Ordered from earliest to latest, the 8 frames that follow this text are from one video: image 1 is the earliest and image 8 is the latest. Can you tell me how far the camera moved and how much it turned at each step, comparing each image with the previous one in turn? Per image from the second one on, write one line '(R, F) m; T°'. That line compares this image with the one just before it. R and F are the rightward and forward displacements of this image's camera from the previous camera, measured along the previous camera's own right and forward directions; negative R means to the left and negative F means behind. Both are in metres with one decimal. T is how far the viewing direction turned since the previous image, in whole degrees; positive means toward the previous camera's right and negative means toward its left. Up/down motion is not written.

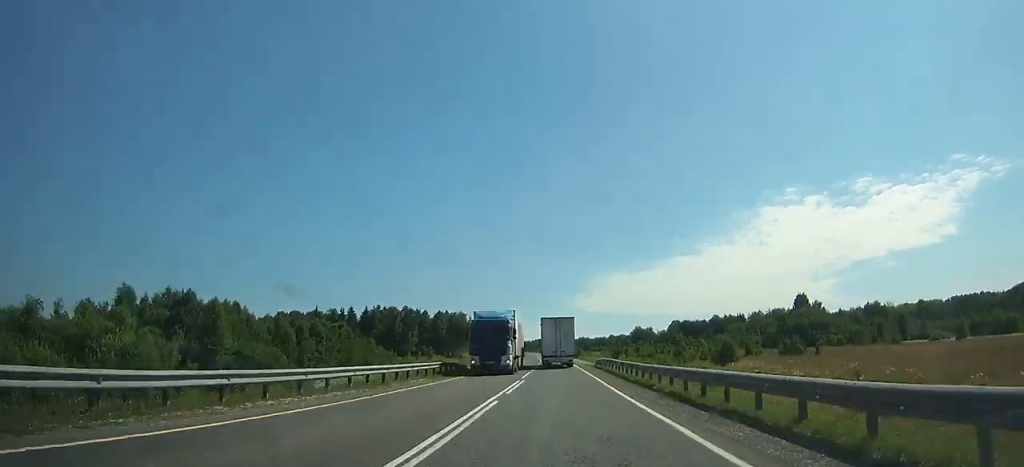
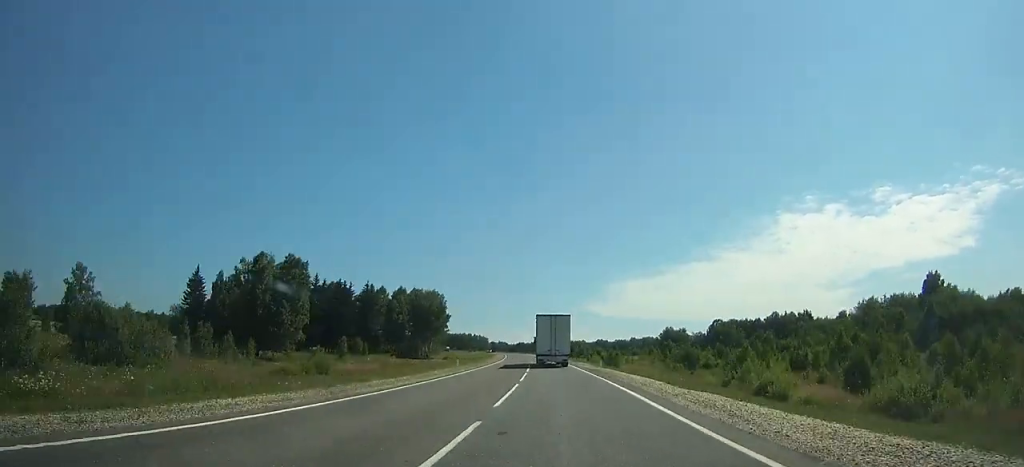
(-0.7, +78.6) m; -2°
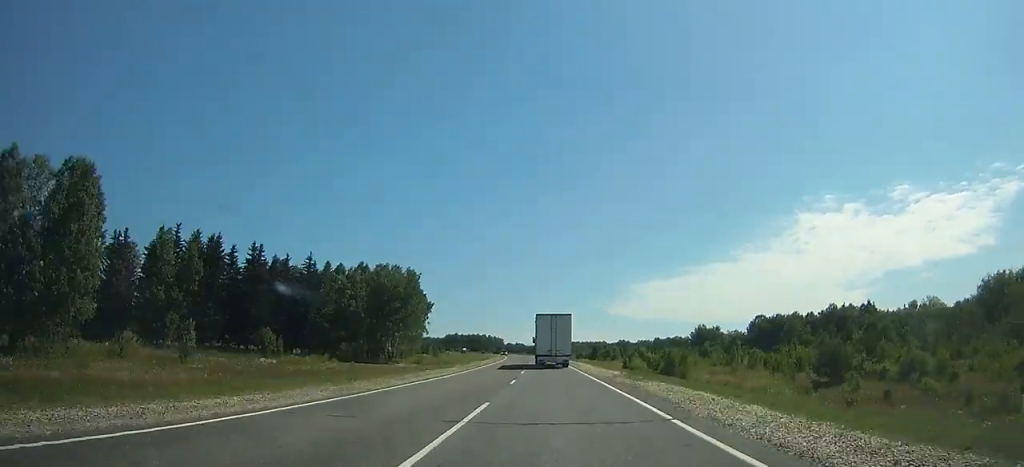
(-0.4, +44.1) m; -1°
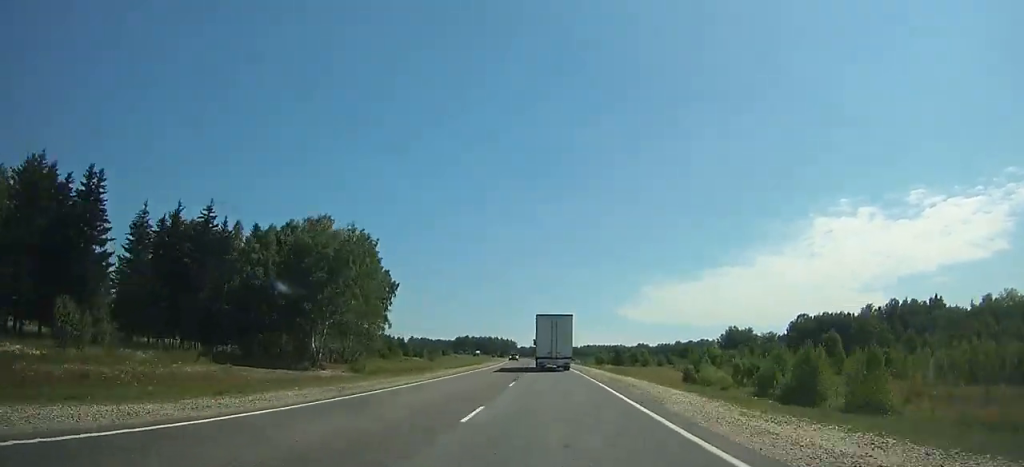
(-0.3, +36.3) m; -1°
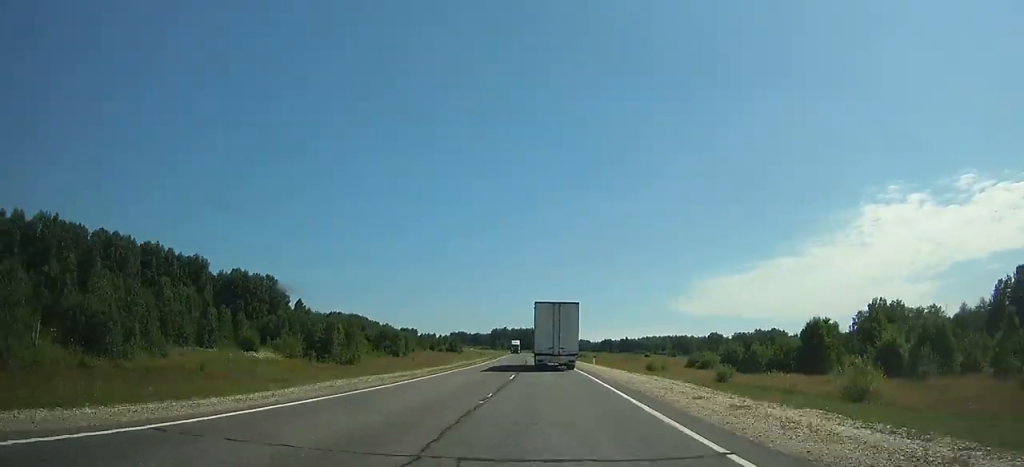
(-4.9, +115.0) m; -5°
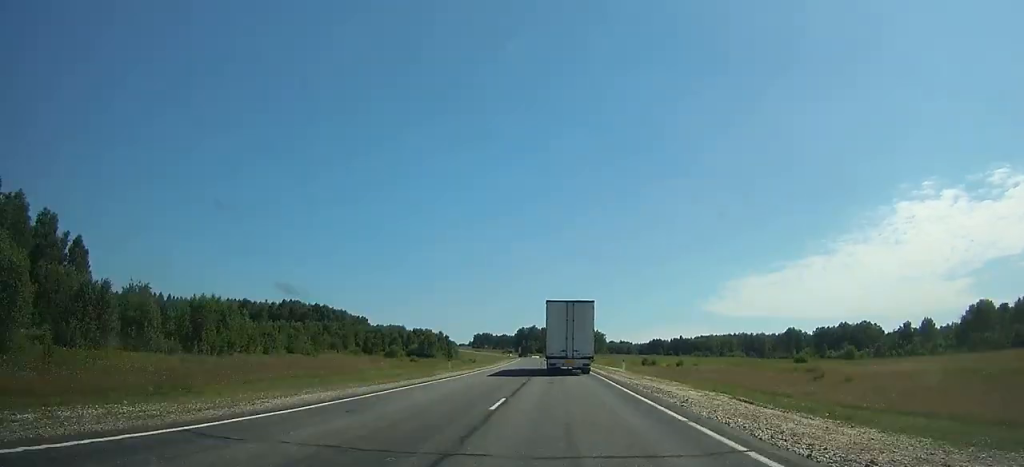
(-3.9, +109.2) m; -3°
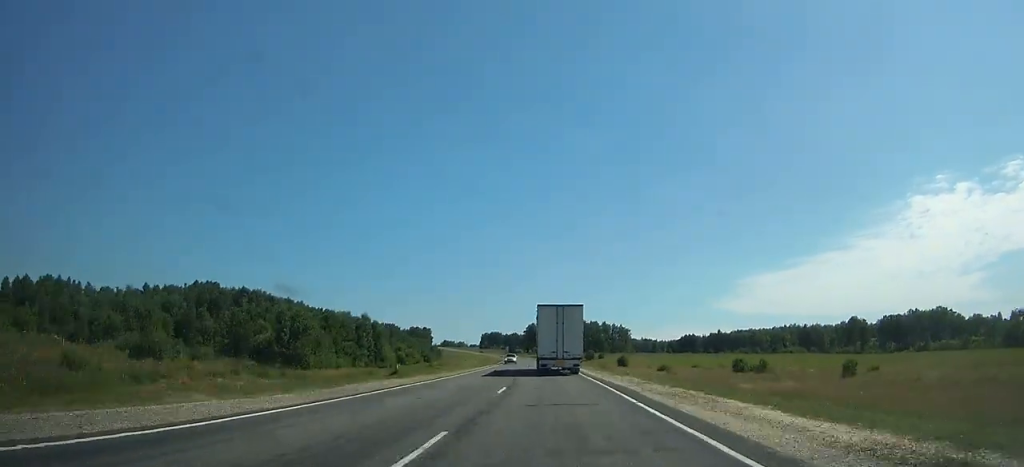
(-1.4, +79.6) m; -2°
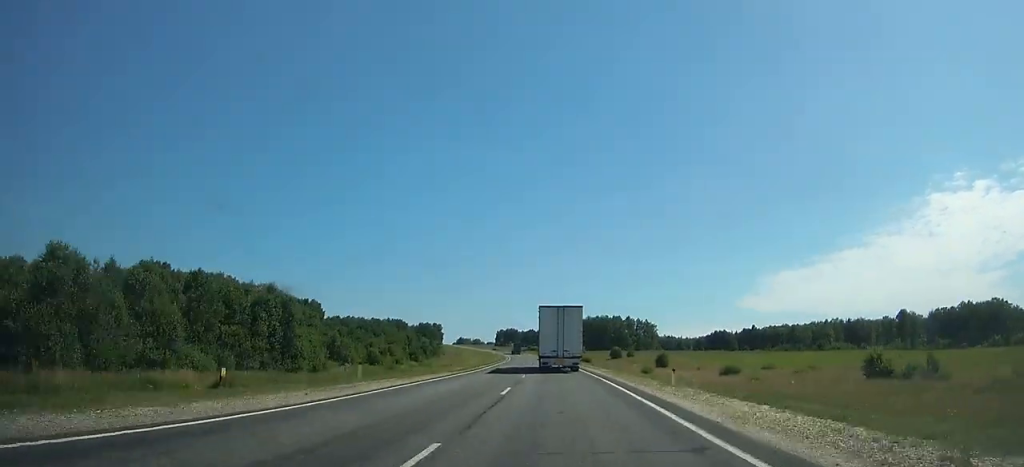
(-0.6, +38.1) m; -1°
